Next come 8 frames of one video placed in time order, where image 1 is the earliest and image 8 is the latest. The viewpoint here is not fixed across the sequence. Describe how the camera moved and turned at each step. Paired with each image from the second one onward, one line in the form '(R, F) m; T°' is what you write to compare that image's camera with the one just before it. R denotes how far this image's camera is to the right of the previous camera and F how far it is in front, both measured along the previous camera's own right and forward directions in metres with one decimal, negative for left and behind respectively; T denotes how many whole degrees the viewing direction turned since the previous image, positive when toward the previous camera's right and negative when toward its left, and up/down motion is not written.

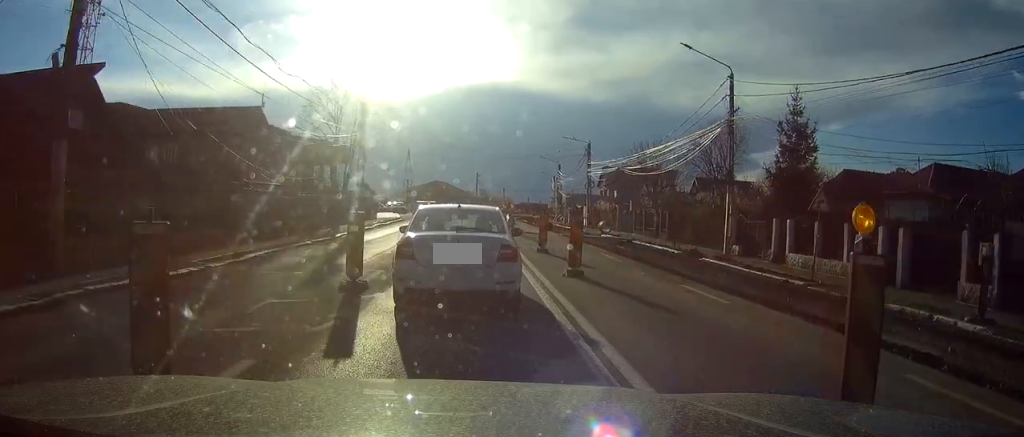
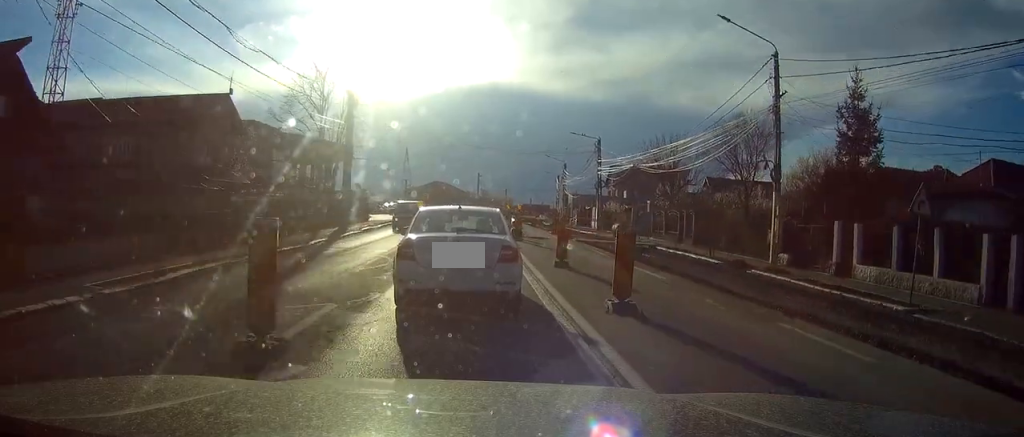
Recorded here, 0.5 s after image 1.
(0.0, +5.2) m; 0°
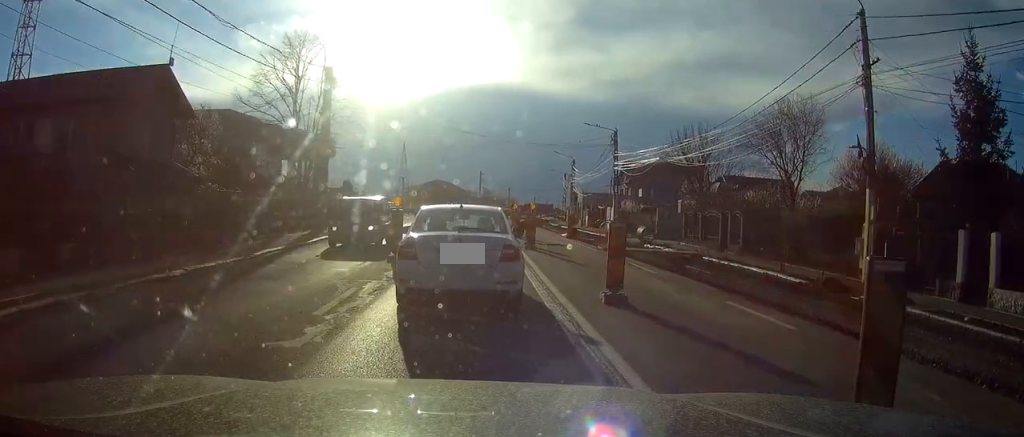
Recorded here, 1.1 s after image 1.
(0.0, +7.1) m; 0°
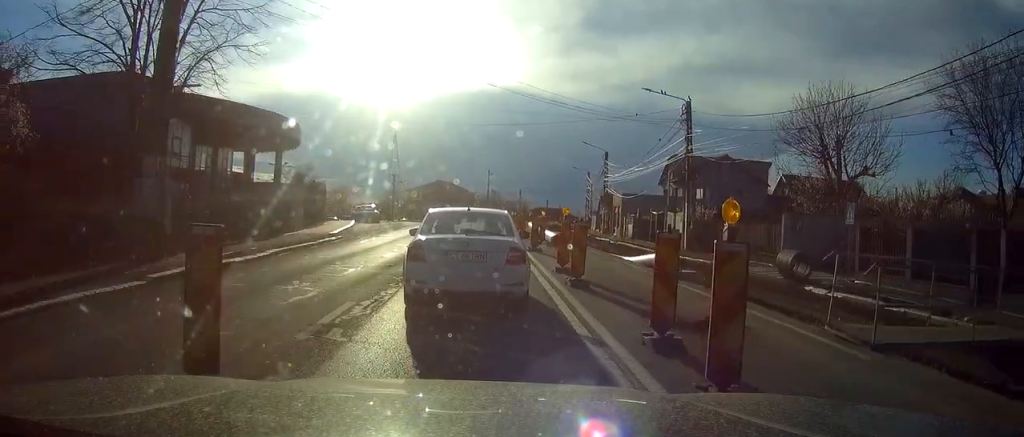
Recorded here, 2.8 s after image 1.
(0.0, +19.3) m; -1°
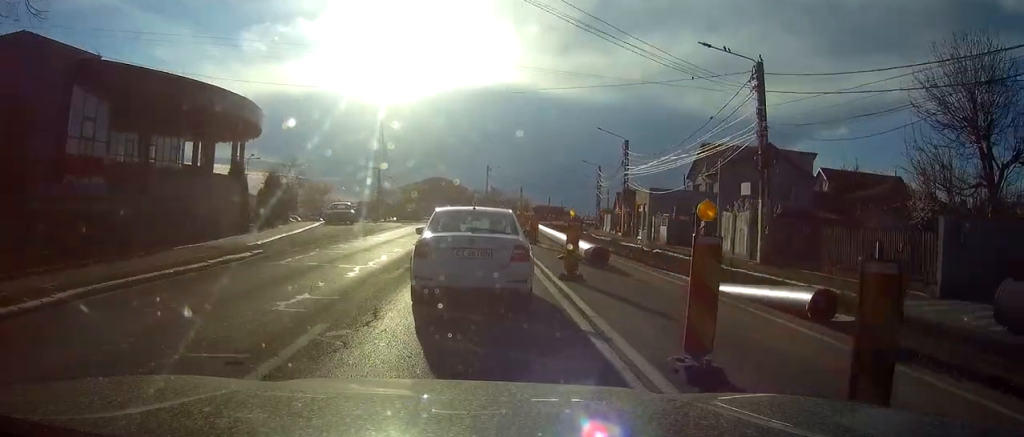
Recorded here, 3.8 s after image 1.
(-0.1, +11.2) m; 0°
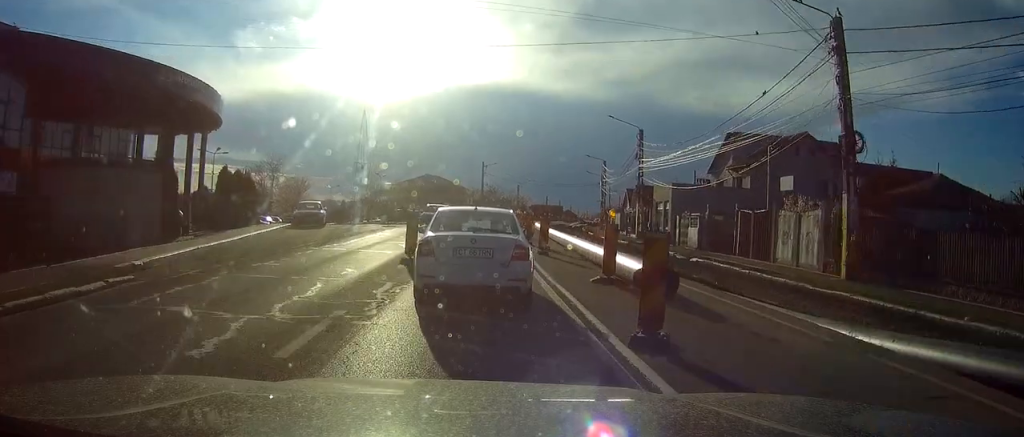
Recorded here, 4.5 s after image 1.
(+0.1, +7.8) m; +1°
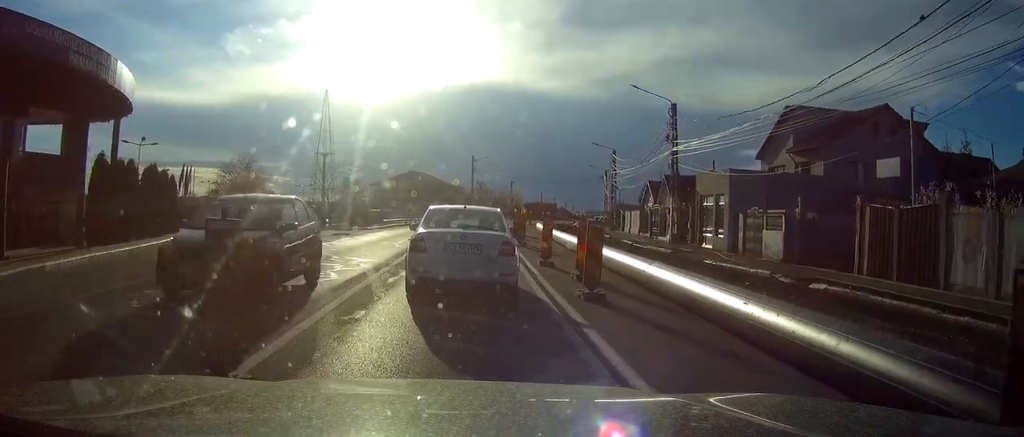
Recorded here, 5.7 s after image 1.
(+0.2, +12.6) m; +1°
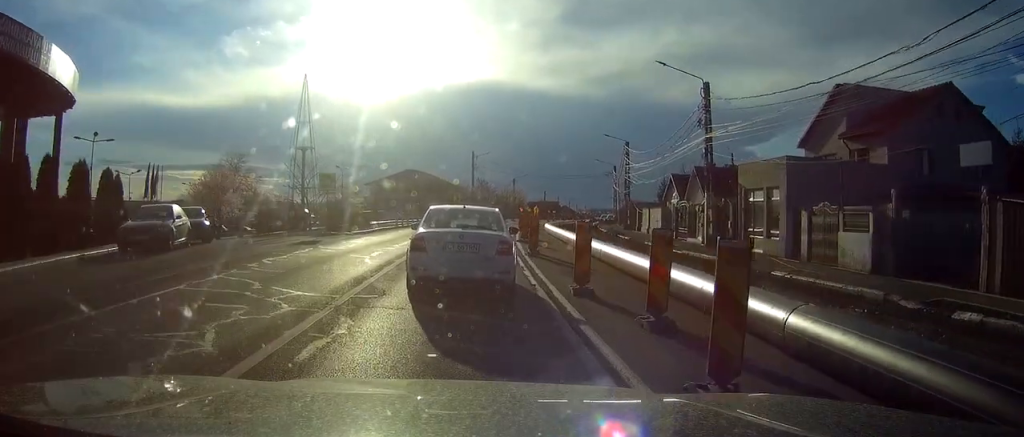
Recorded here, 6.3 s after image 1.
(0.0, +6.6) m; 0°
